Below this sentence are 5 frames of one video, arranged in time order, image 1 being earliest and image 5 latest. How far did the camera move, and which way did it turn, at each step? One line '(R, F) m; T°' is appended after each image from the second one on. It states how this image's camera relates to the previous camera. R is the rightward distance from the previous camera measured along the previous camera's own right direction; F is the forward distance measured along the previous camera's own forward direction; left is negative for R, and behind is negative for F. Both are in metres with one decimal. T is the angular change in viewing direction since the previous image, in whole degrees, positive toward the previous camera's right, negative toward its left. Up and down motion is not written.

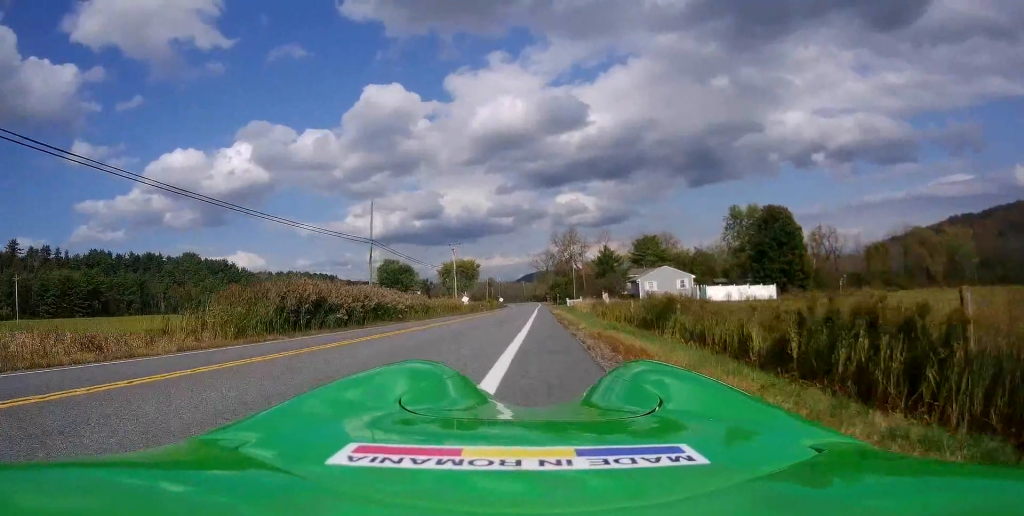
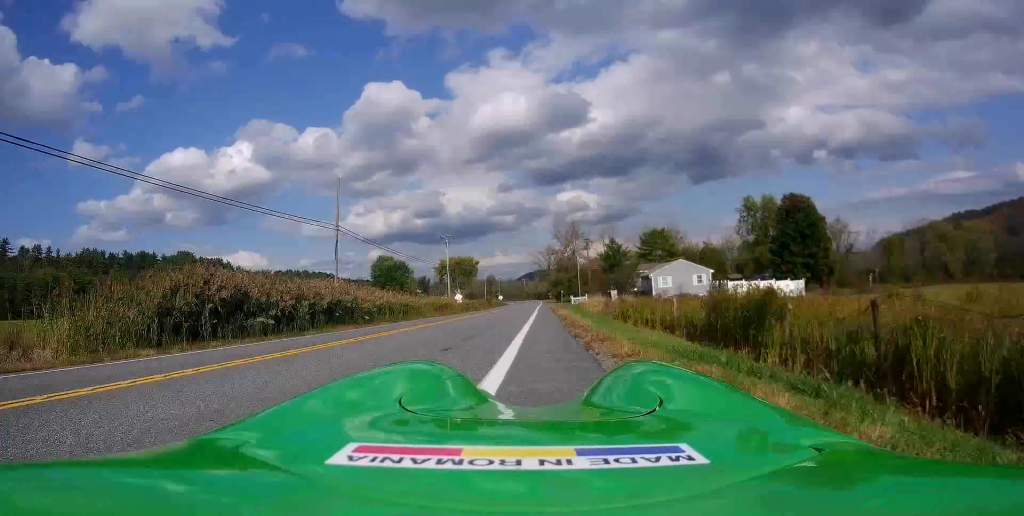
(0.0, +8.2) m; -1°
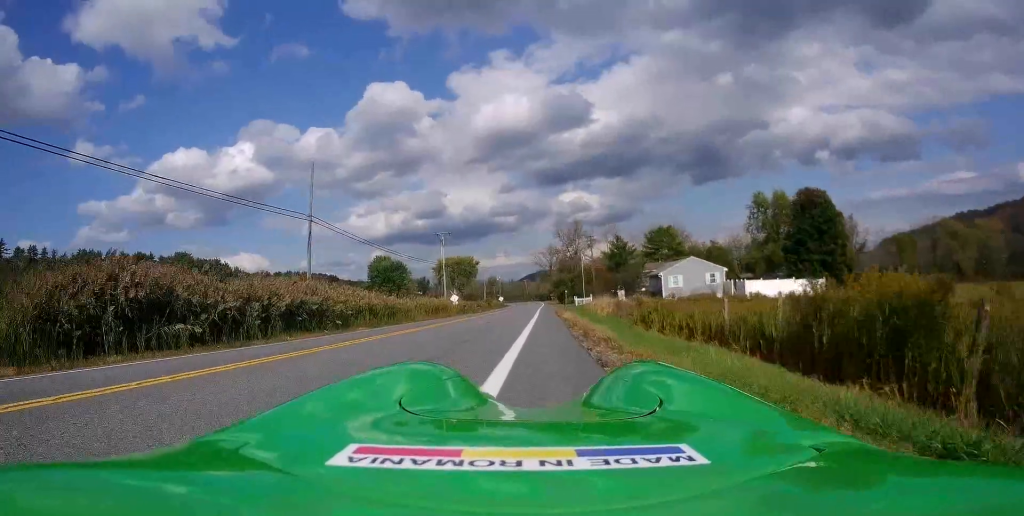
(-0.1, +5.0) m; 0°
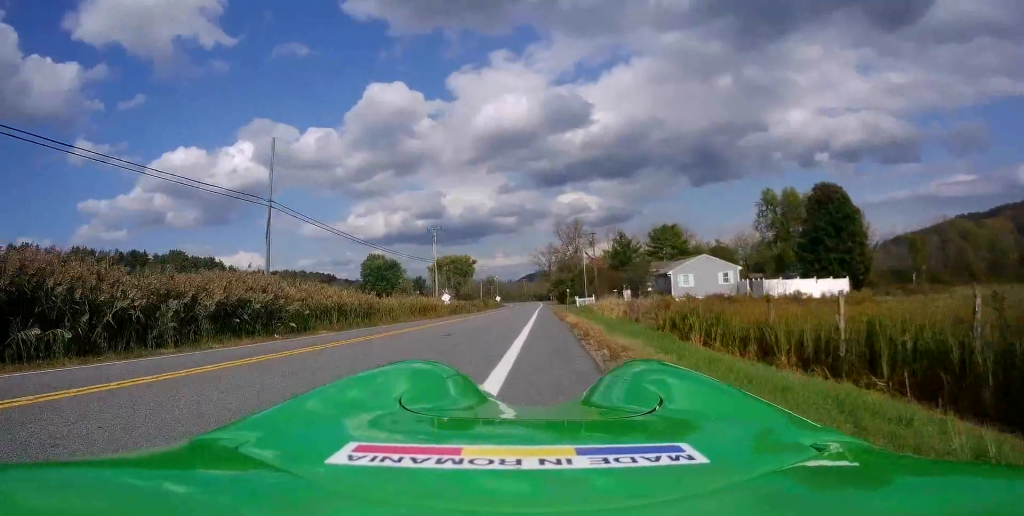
(-0.1, +5.4) m; 0°
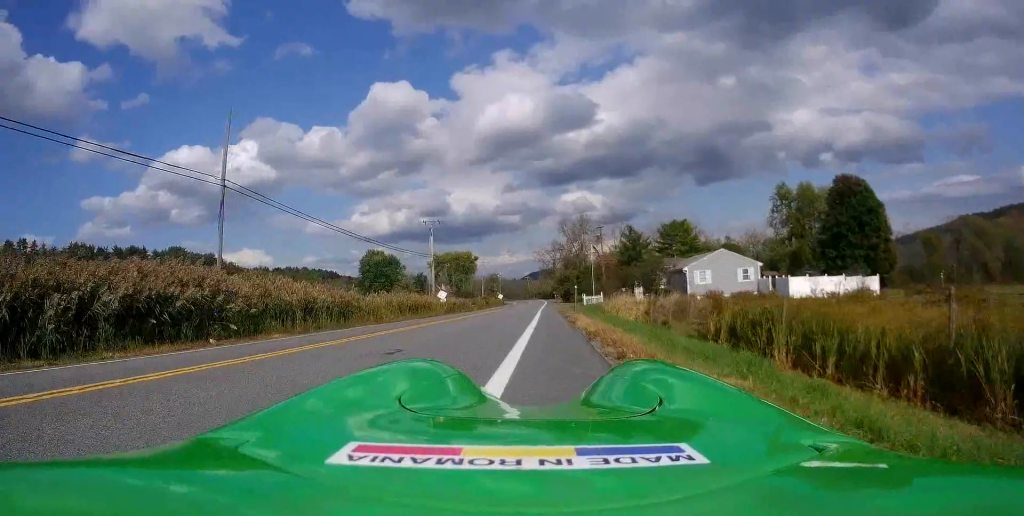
(+0.1, +5.0) m; 0°
